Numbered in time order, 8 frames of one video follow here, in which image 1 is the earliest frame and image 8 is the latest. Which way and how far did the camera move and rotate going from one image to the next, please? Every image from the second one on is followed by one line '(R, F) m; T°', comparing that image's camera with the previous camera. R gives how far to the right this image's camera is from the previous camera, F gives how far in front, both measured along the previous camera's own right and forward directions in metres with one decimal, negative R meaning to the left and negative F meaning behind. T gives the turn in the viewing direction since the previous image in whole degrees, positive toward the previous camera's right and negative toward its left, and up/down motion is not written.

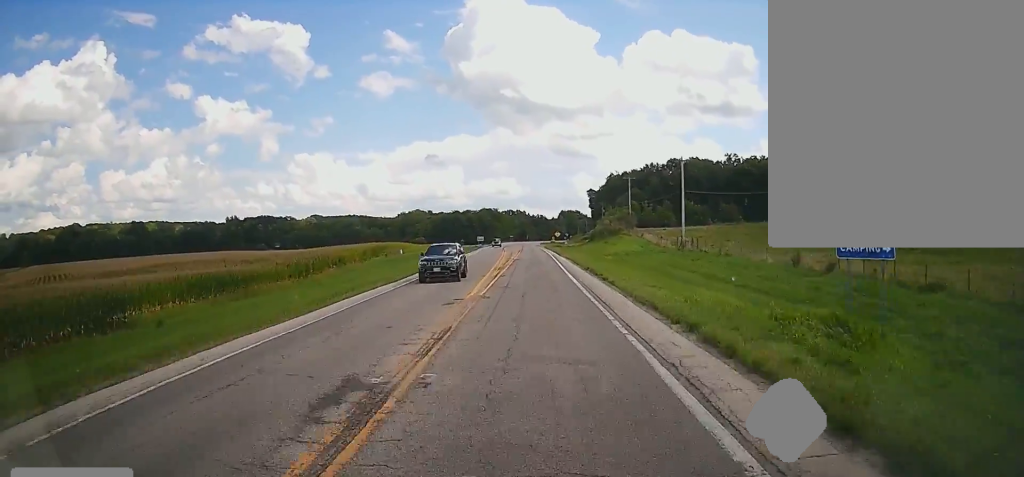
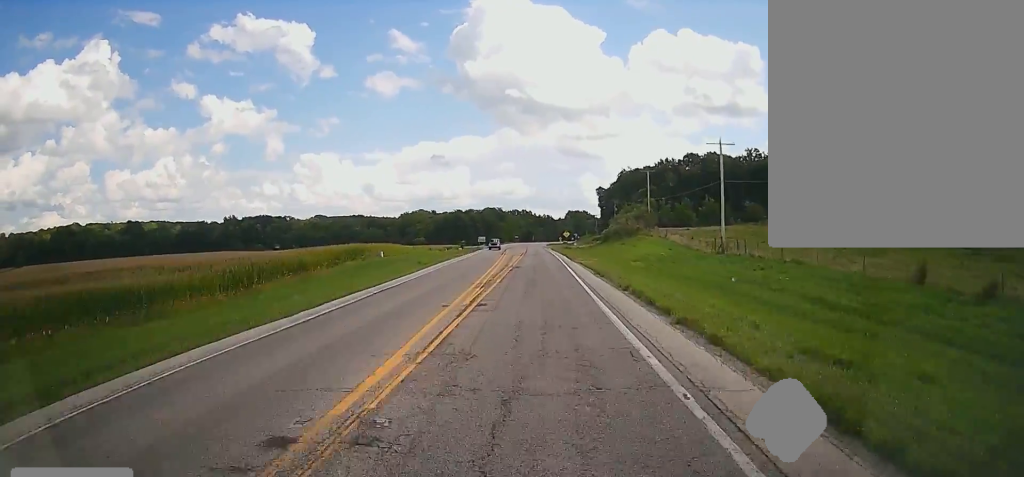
(-0.1, +15.8) m; -1°
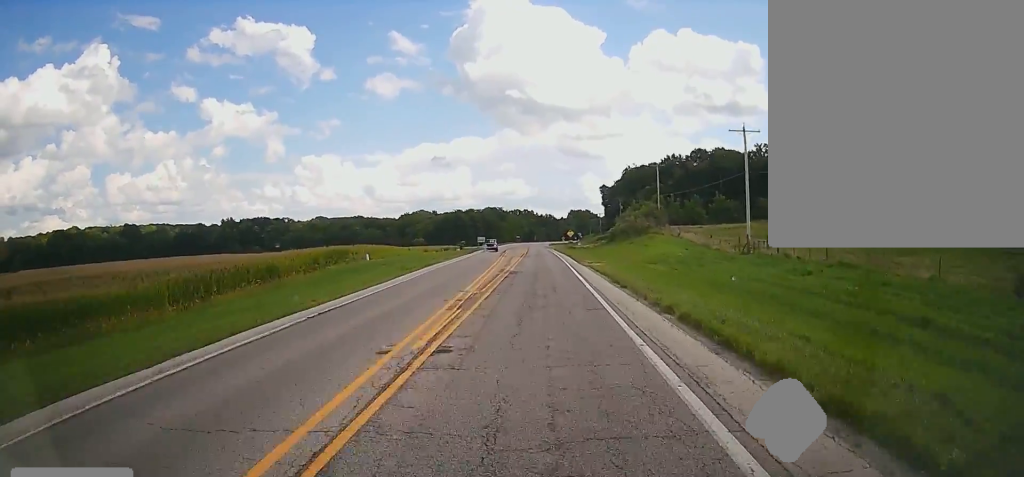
(+0.1, +8.1) m; 0°
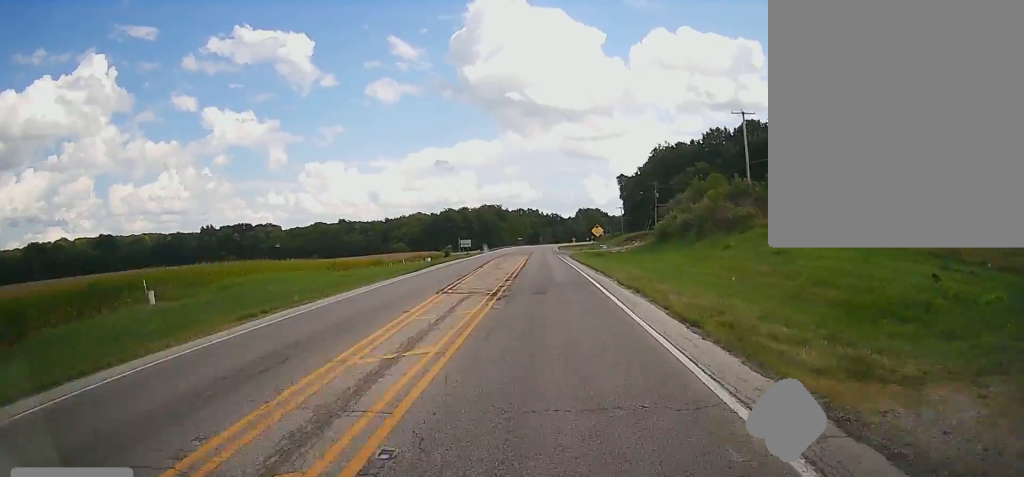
(-0.4, +47.9) m; -1°
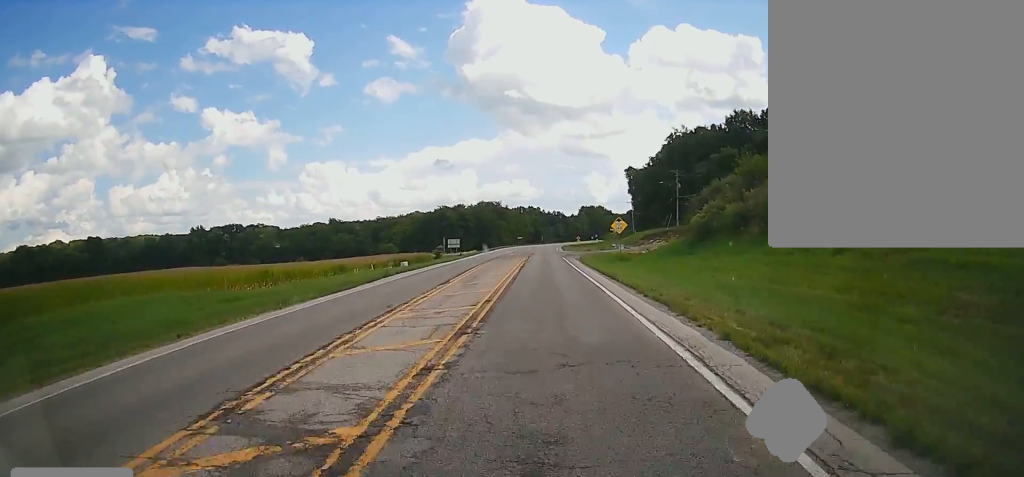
(-0.3, +19.7) m; -1°
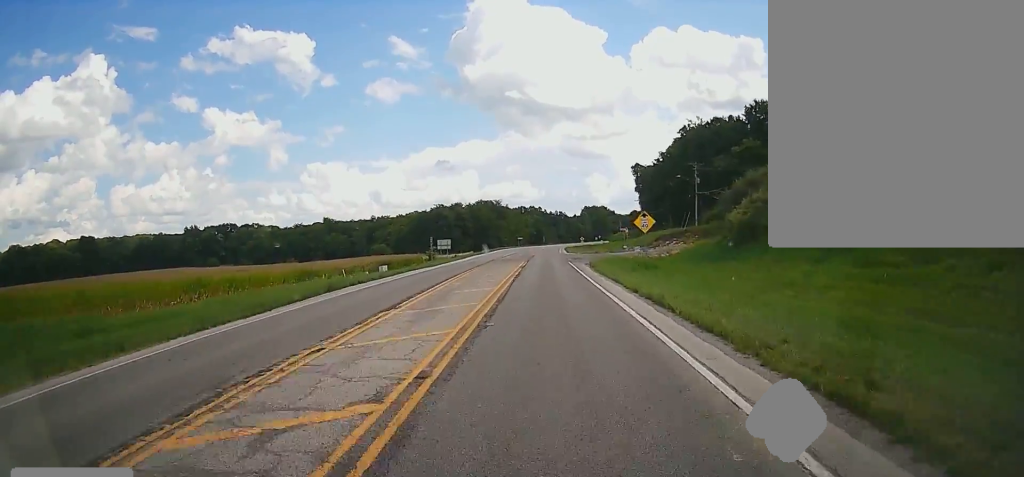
(-0.1, +12.6) m; -1°
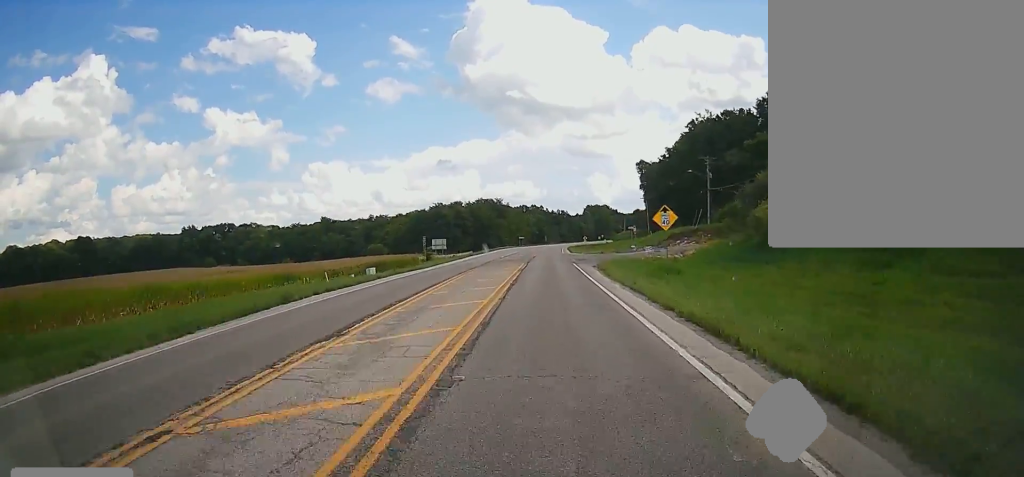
(-0.2, +6.3) m; 0°
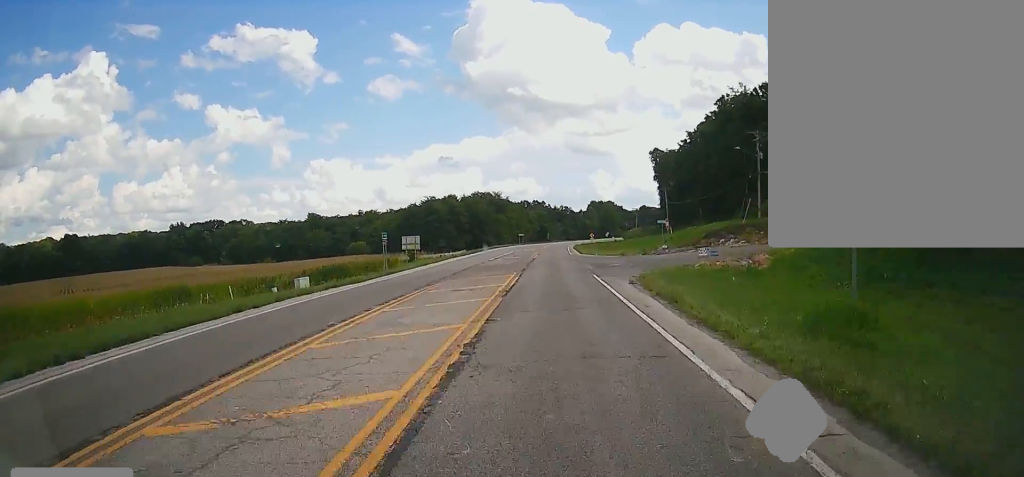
(+0.2, +21.2) m; +1°
